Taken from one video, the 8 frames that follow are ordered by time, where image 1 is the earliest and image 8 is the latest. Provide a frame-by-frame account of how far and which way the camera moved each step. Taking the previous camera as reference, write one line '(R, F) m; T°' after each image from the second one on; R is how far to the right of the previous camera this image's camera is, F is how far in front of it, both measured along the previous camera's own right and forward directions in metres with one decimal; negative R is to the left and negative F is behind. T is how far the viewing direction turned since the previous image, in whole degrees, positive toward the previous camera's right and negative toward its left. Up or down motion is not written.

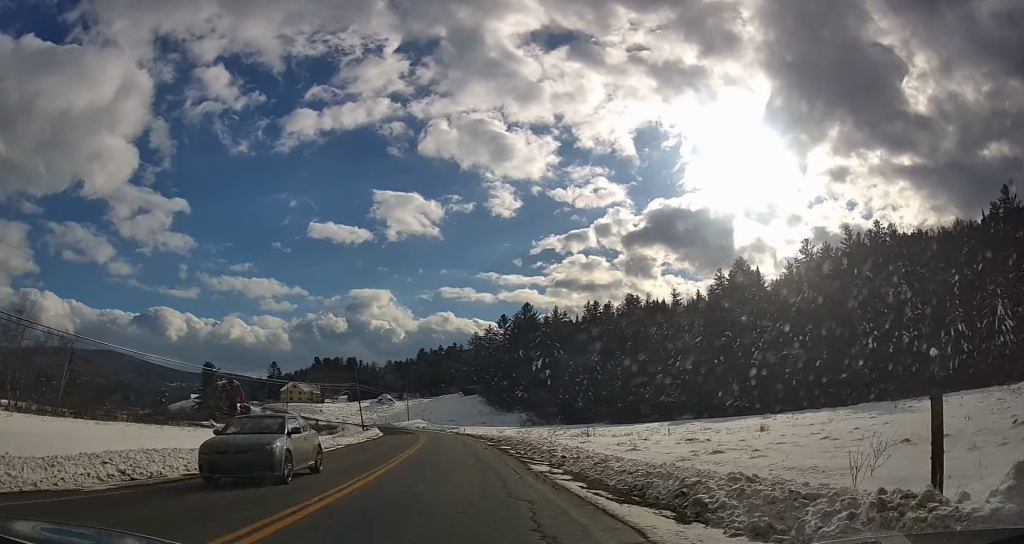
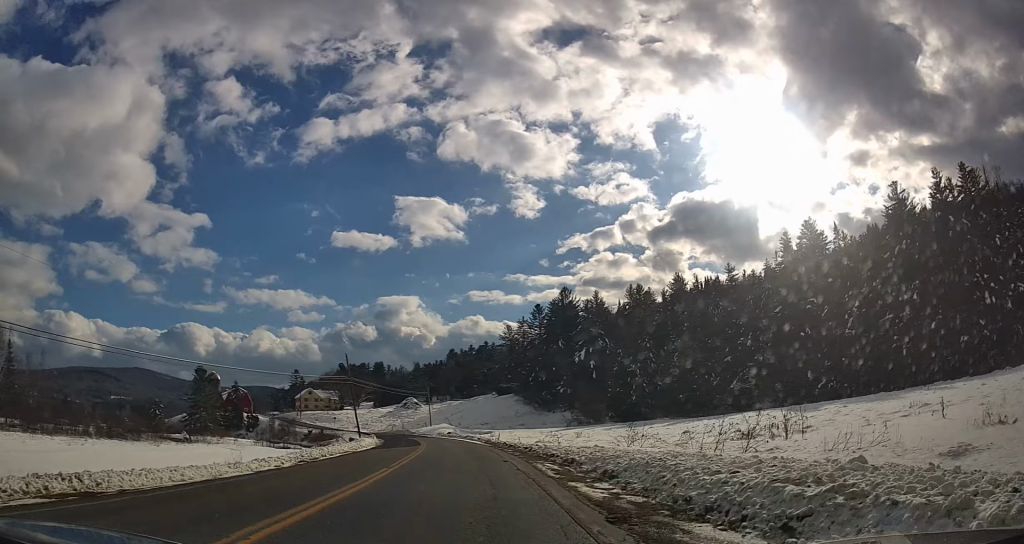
(0.0, +25.1) m; -2°
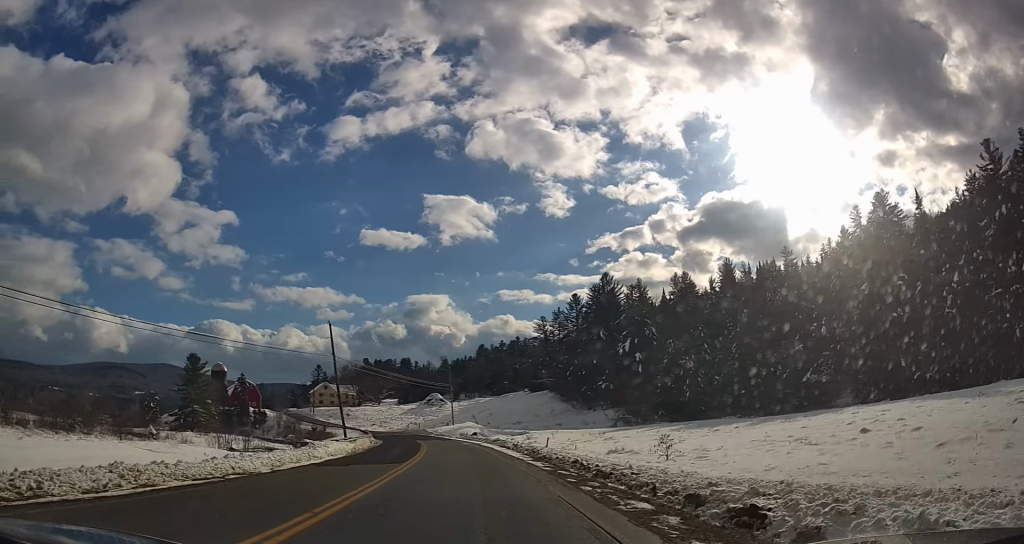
(-0.5, +19.1) m; -4°
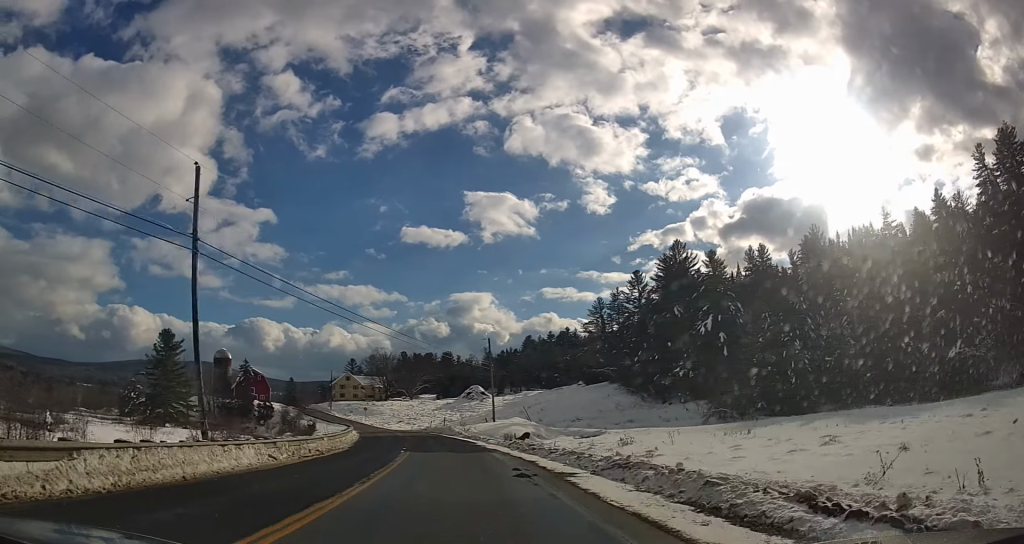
(-1.7, +30.1) m; -3°
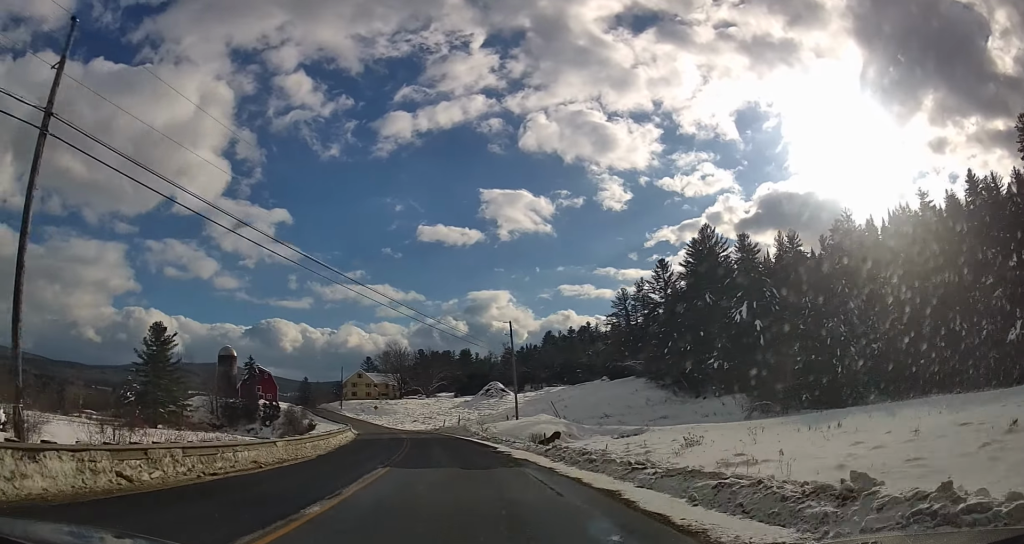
(+0.1, +9.4) m; -1°
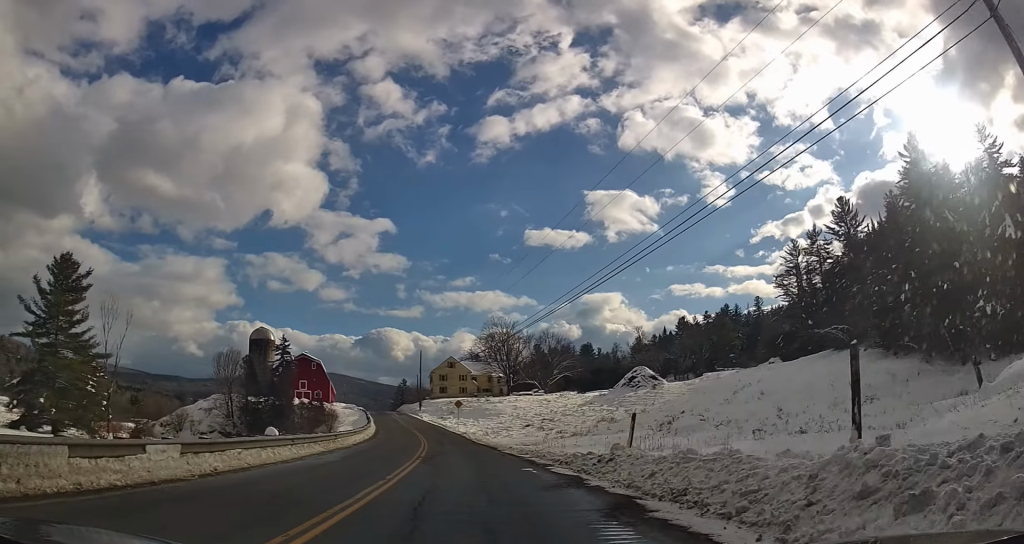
(-4.1, +50.1) m; -11°
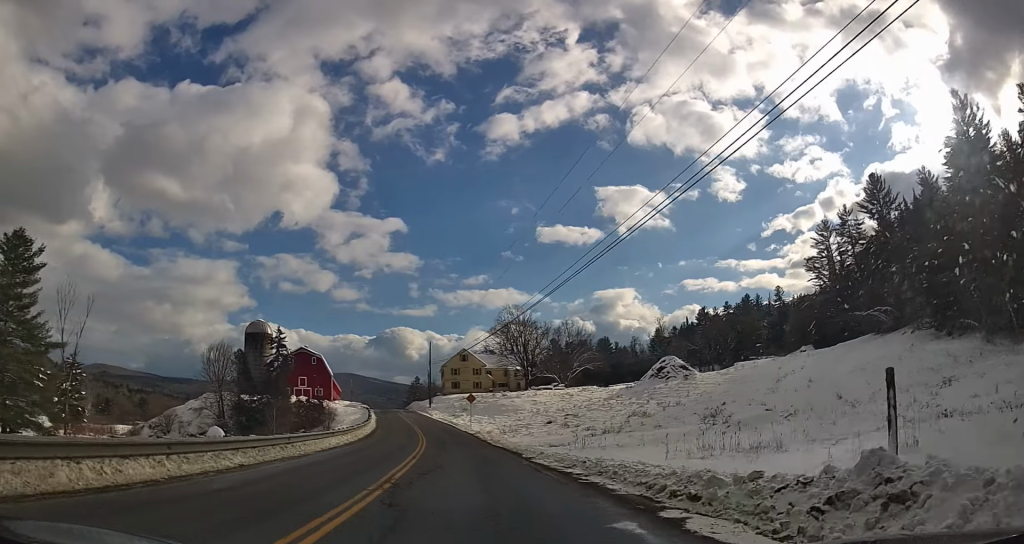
(-0.1, +9.9) m; -2°
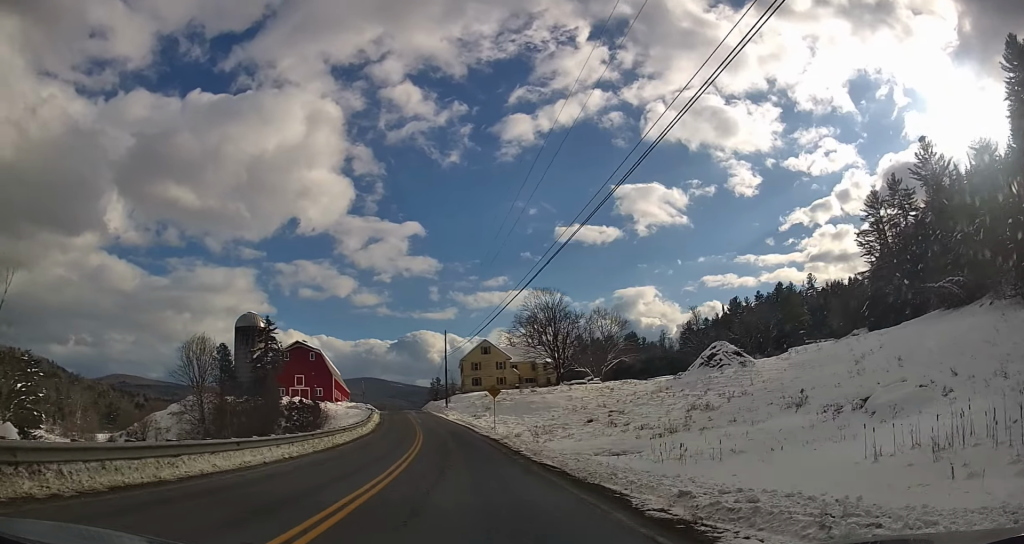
(-0.7, +14.7) m; -3°
